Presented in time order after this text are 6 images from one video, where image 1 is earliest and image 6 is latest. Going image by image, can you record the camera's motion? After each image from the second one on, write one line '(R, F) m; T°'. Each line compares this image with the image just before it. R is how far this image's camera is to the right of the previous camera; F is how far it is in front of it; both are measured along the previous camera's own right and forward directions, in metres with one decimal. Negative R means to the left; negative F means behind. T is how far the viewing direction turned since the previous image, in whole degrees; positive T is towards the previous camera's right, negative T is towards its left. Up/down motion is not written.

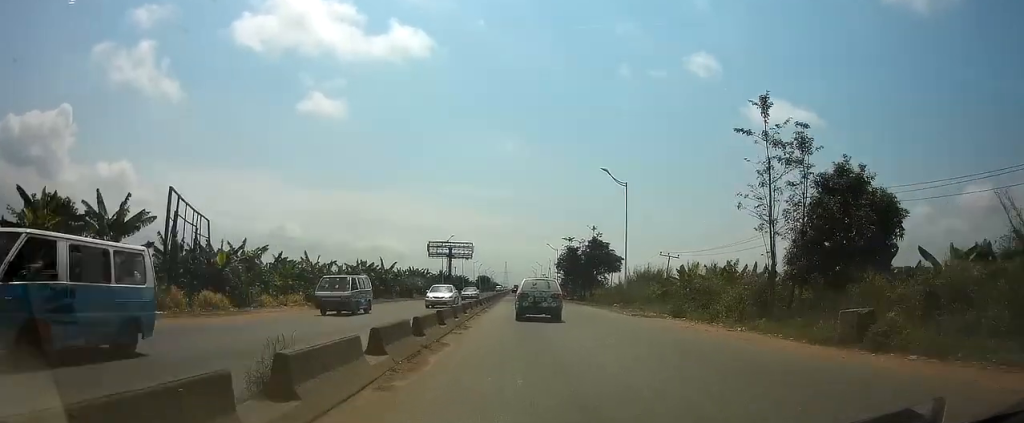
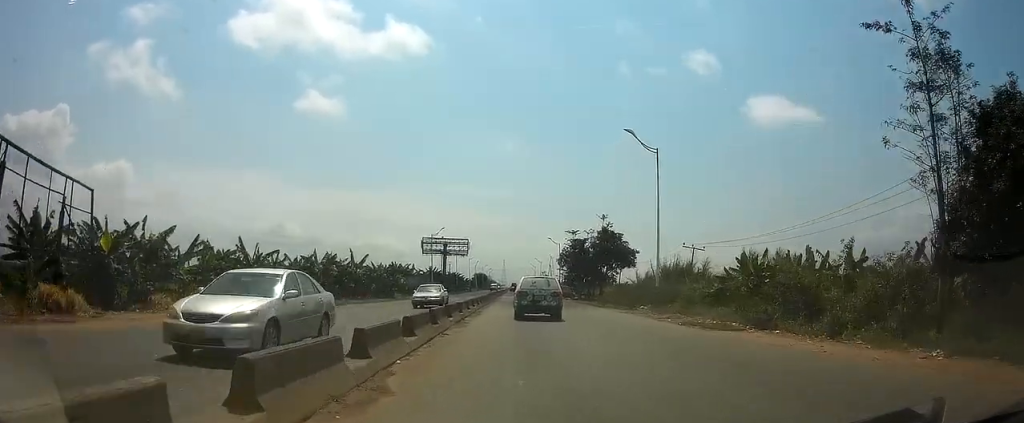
(0.0, +11.7) m; 0°
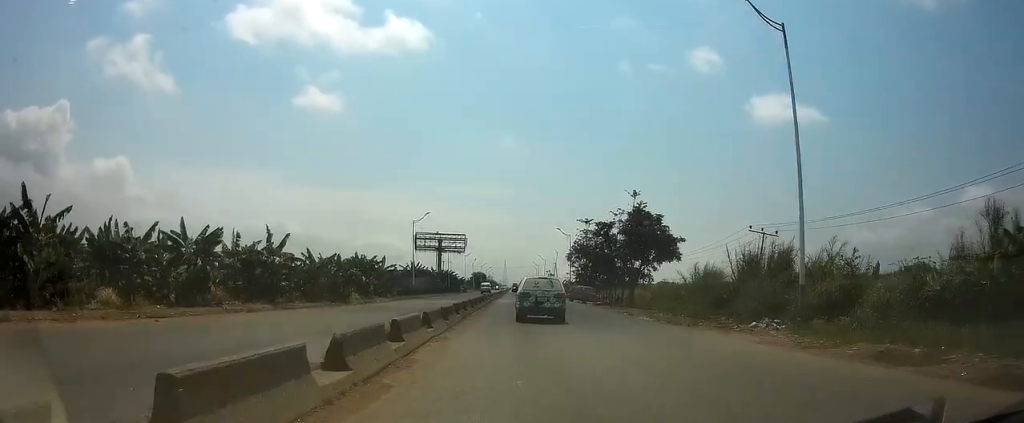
(0.0, +18.8) m; 0°
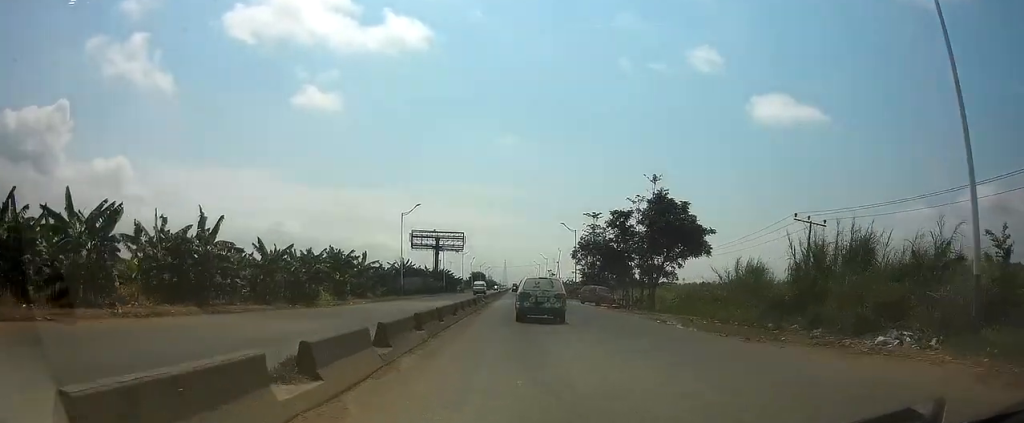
(0.0, +8.6) m; 0°
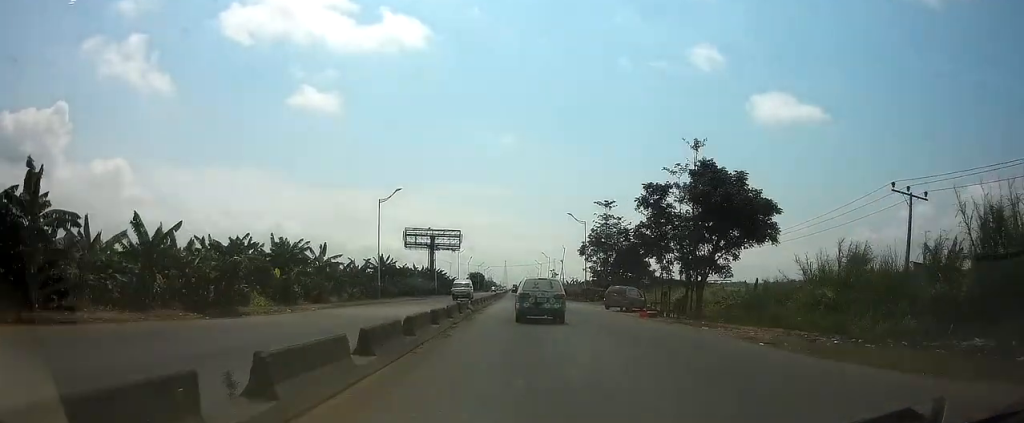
(0.0, +11.8) m; 0°
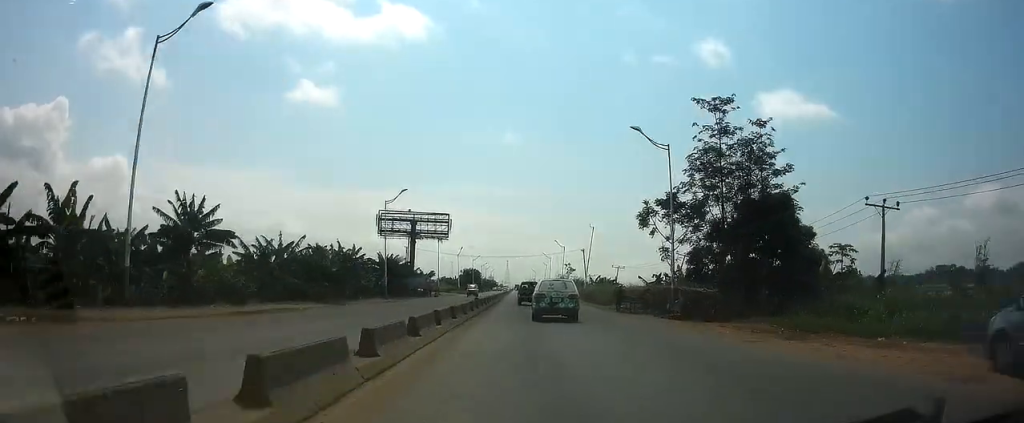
(-0.2, +40.6) m; 0°
